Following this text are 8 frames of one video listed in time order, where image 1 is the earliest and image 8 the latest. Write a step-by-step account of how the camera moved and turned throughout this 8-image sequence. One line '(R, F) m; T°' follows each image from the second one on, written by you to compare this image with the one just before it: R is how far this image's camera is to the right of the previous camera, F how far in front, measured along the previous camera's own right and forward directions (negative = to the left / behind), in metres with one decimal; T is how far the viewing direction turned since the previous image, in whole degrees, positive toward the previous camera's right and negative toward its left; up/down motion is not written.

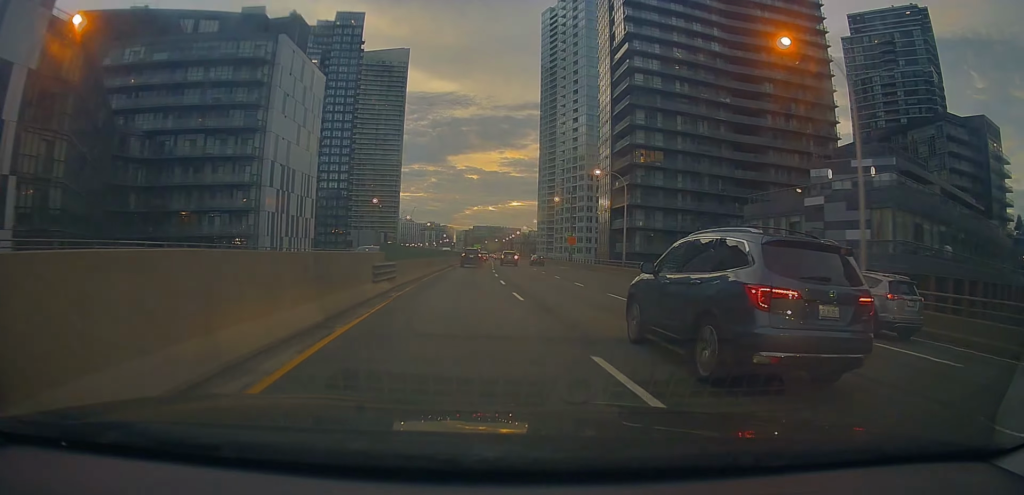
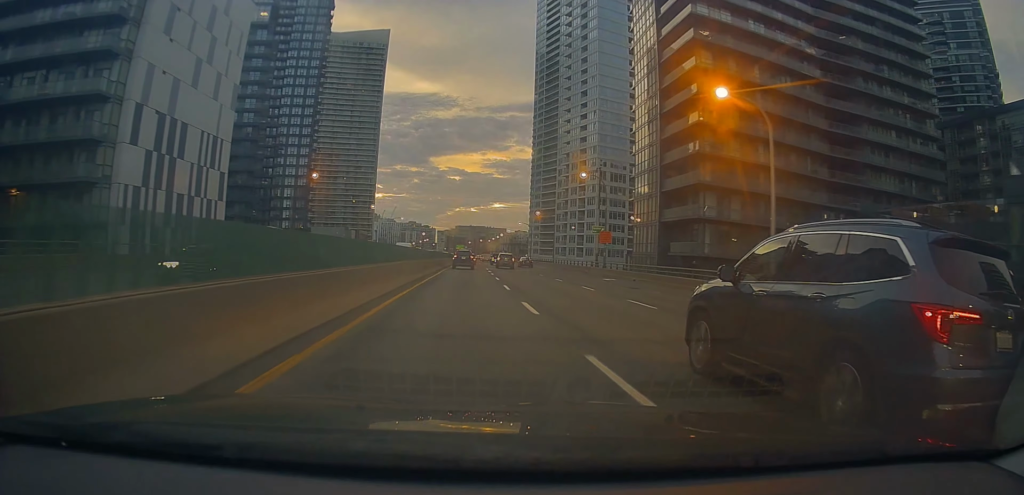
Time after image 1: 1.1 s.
(+1.2, +29.3) m; +3°
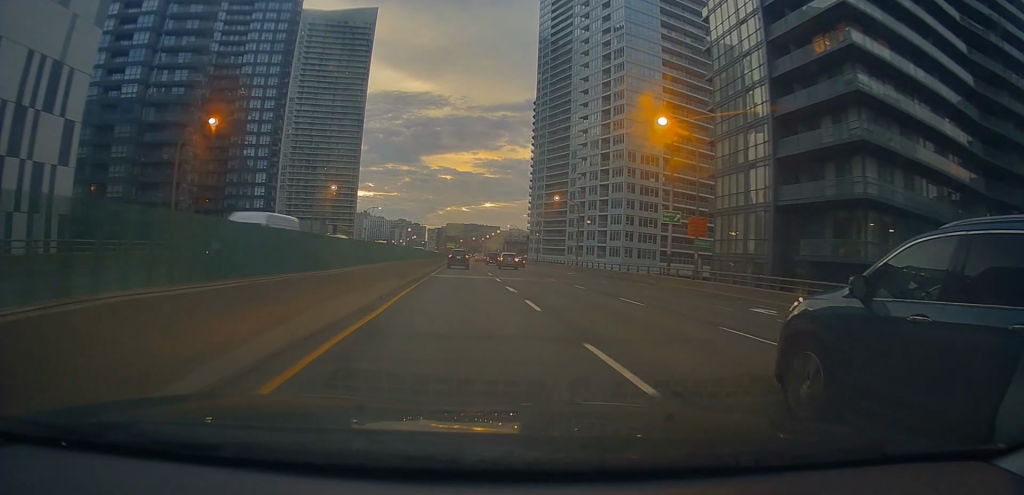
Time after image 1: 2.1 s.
(0.0, +25.3) m; +1°
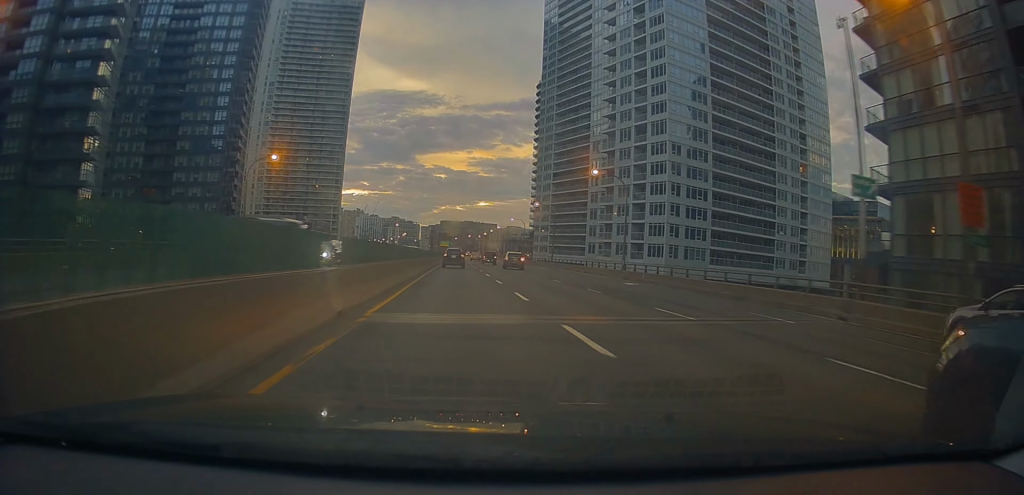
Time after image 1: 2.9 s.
(+0.5, +22.1) m; 0°
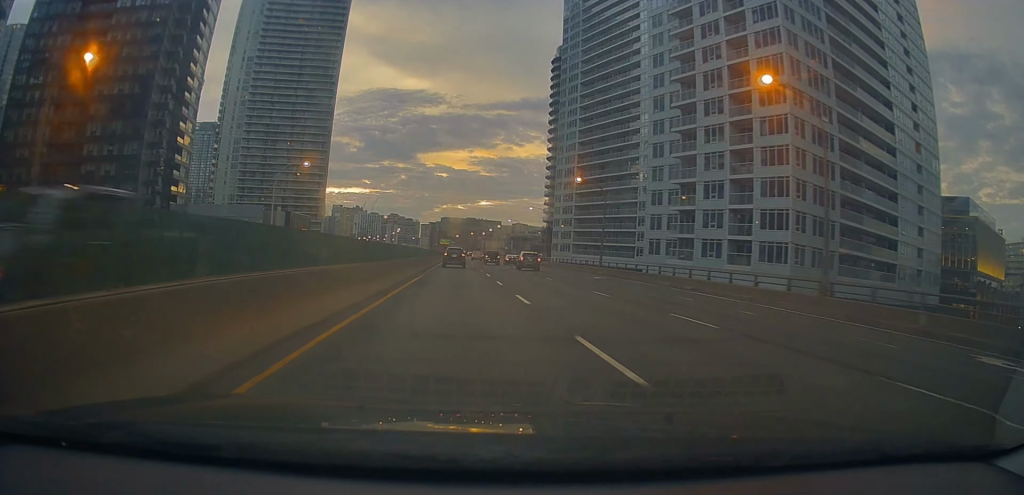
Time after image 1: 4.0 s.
(-0.4, +28.5) m; 0°
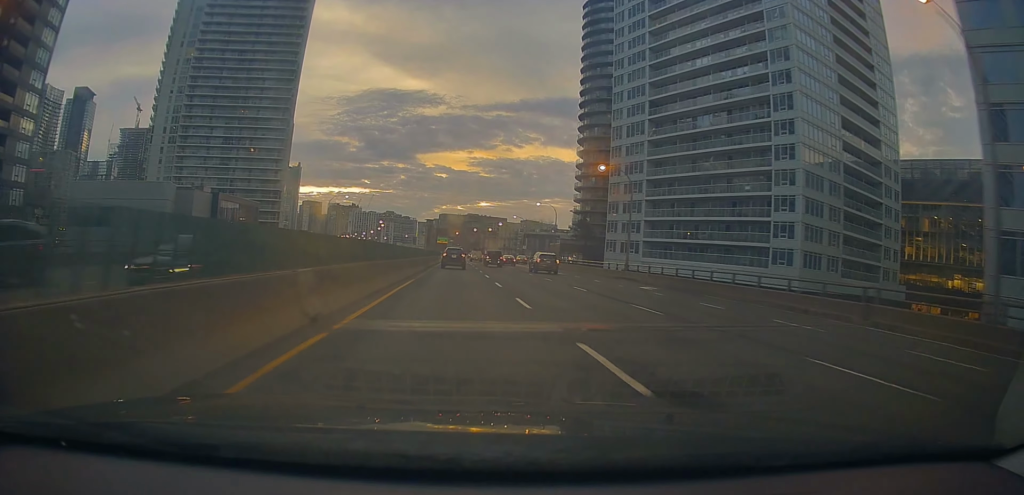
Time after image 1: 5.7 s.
(+0.8, +46.0) m; 0°
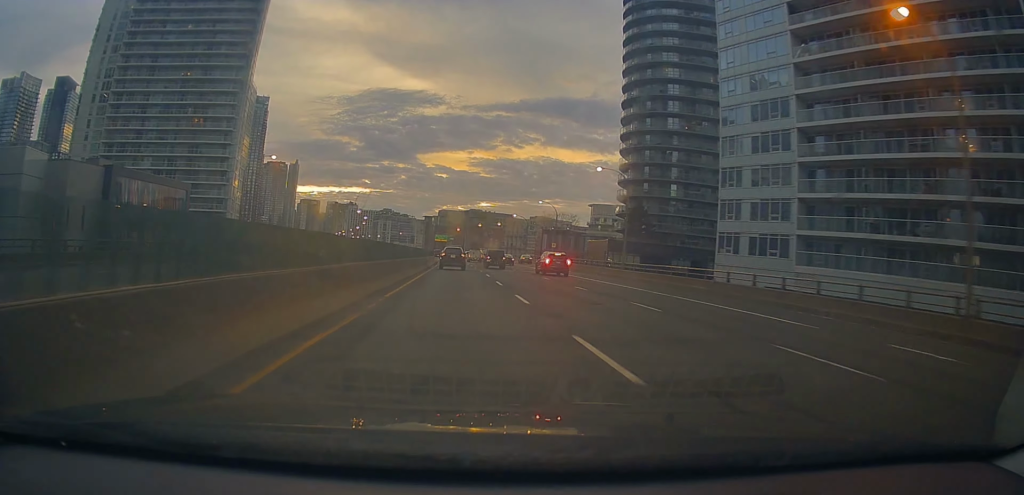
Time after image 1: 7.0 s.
(-0.6, +35.4) m; 0°
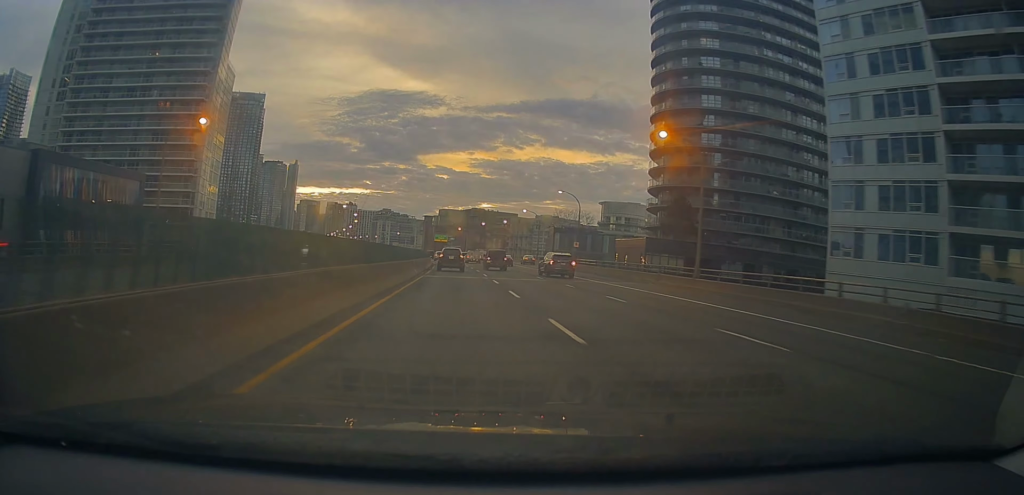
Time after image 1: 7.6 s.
(+0.2, +15.4) m; 0°
